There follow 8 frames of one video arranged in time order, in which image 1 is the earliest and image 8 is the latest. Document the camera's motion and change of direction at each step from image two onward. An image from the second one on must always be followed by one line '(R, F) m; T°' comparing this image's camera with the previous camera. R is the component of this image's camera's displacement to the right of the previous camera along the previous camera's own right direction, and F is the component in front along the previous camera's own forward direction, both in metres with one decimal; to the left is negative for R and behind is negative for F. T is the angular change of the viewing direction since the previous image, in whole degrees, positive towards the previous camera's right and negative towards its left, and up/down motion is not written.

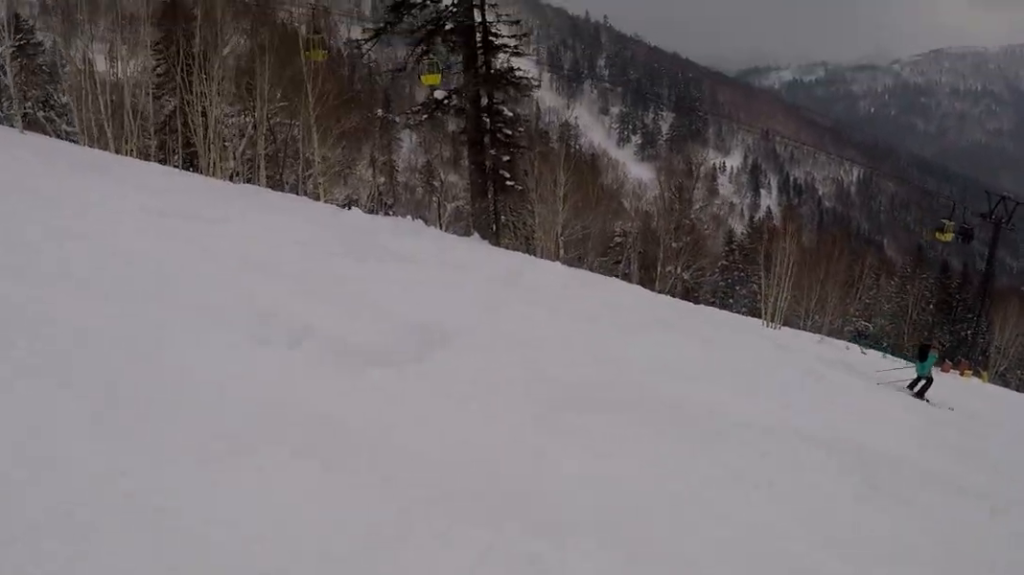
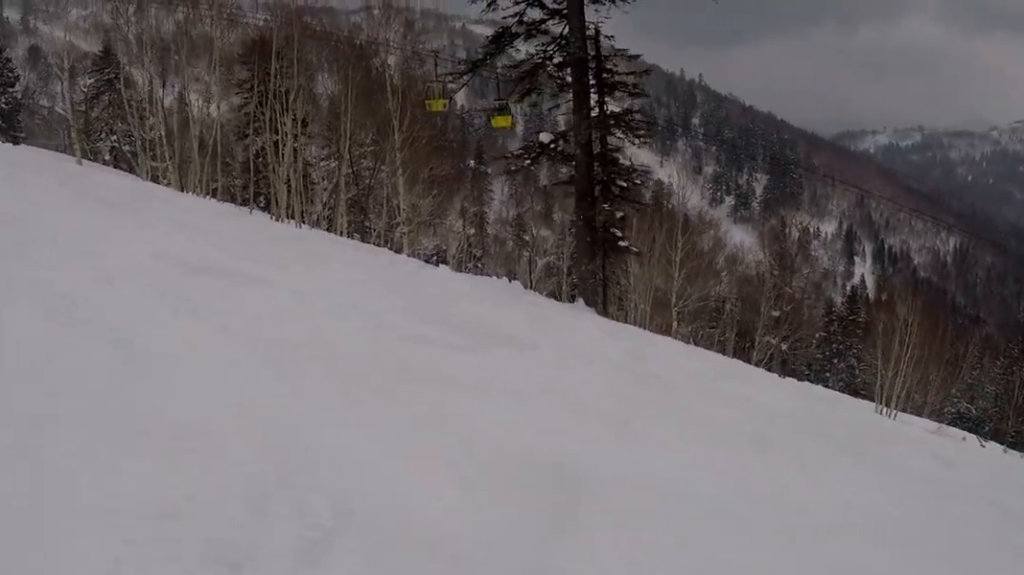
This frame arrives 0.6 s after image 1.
(-0.5, +2.1) m; +2°
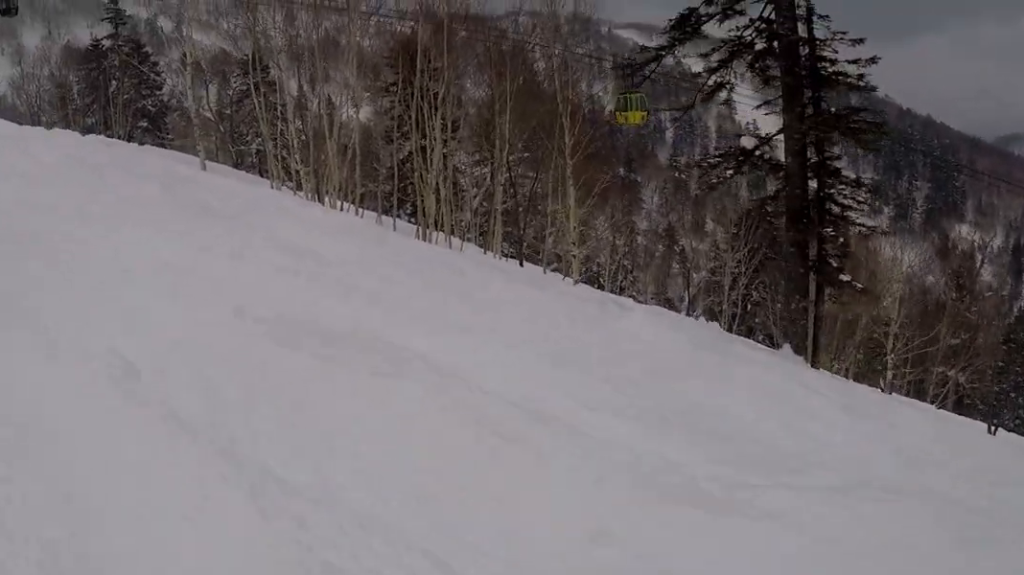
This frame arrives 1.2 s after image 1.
(-0.4, +2.4) m; +14°
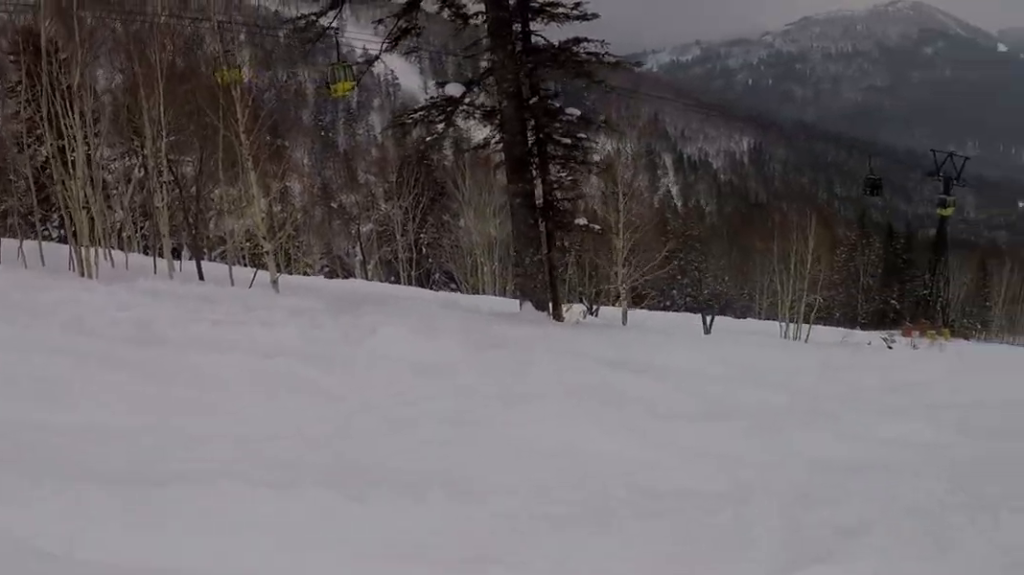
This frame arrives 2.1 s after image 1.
(+1.0, +2.9) m; +56°
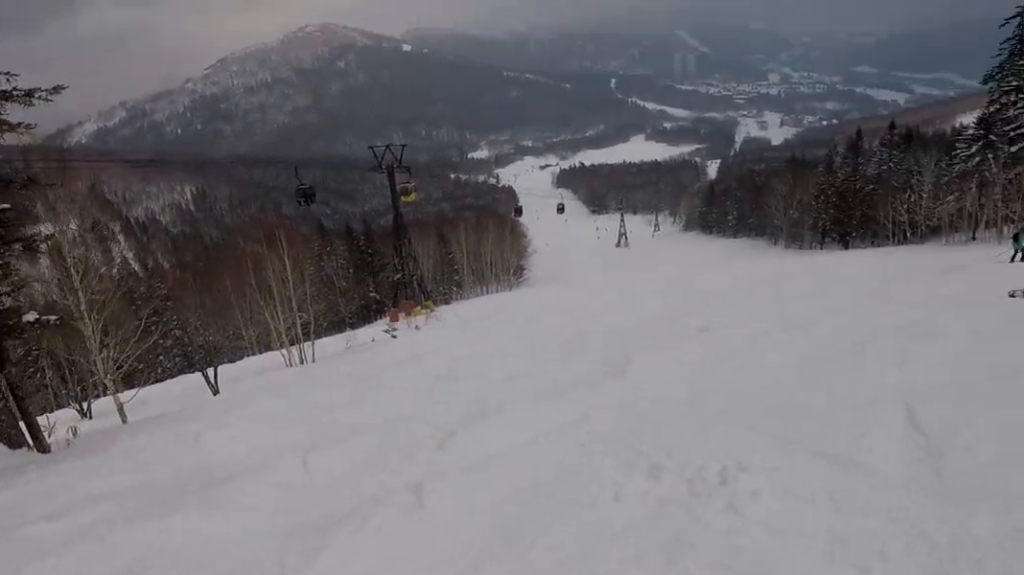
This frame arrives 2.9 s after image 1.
(+1.8, +3.8) m; +25°
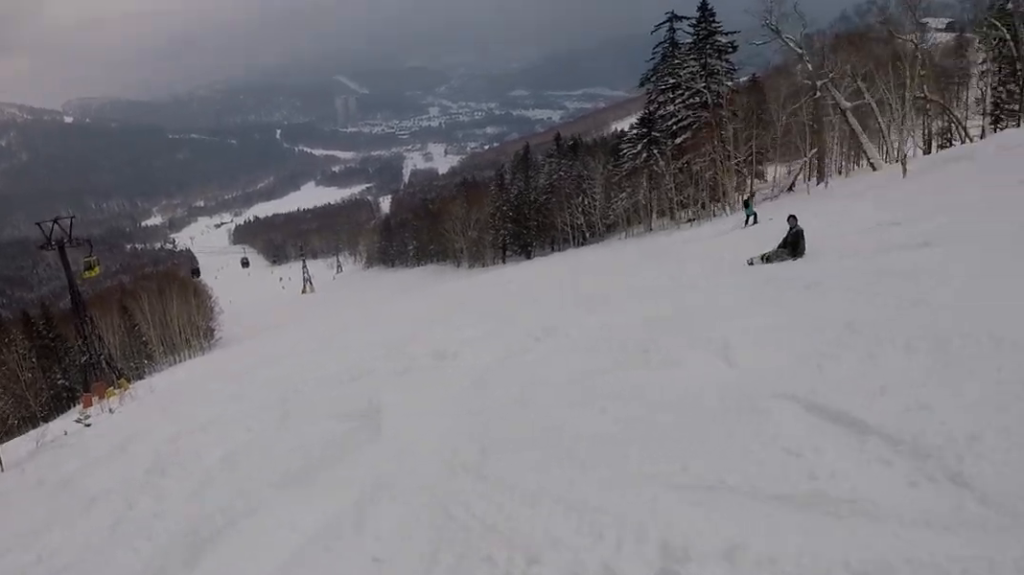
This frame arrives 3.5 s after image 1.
(+0.3, +2.8) m; +11°
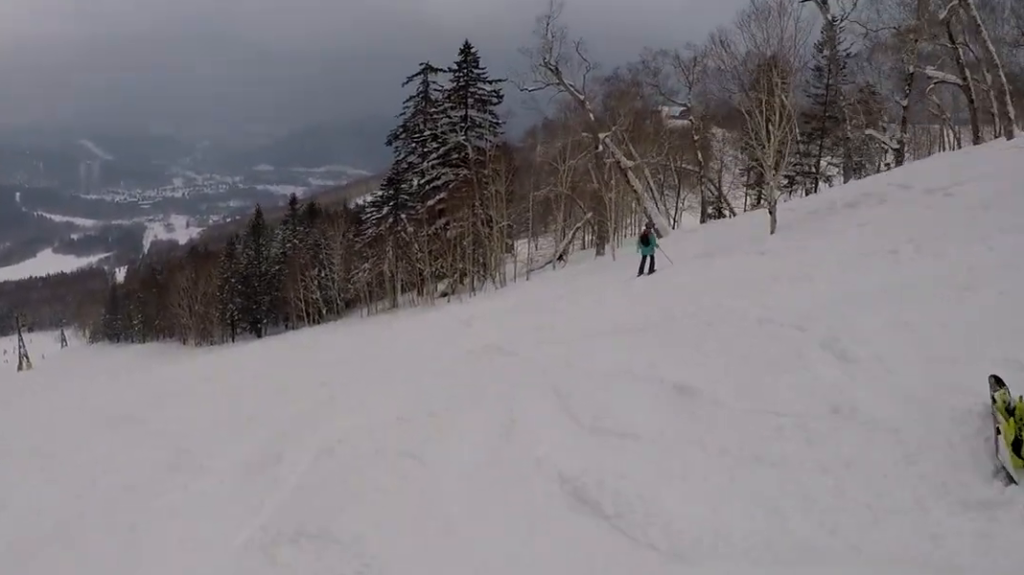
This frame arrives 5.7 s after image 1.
(+3.5, +11.1) m; +29°
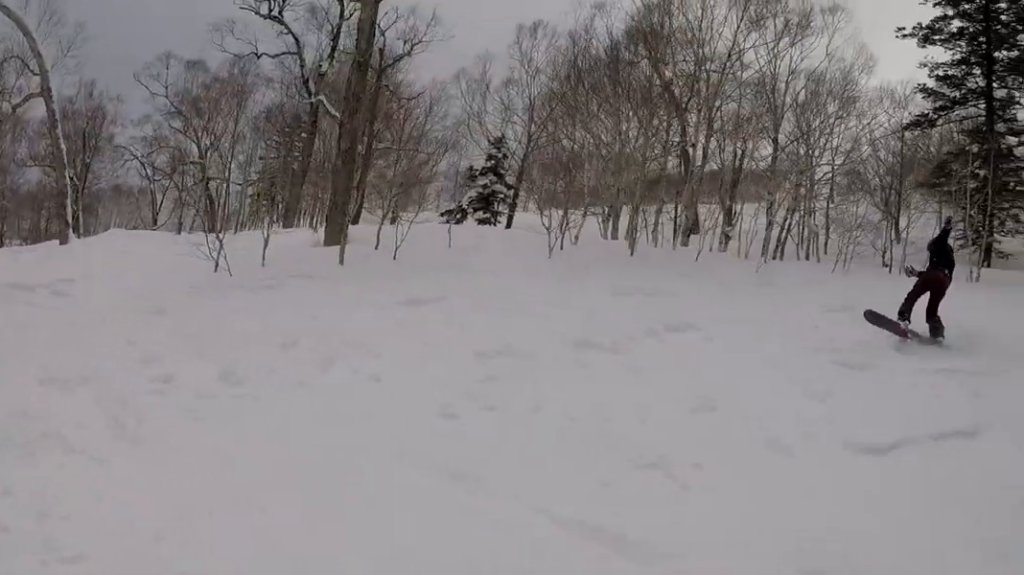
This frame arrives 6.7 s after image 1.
(+0.4, +4.9) m; +9°
